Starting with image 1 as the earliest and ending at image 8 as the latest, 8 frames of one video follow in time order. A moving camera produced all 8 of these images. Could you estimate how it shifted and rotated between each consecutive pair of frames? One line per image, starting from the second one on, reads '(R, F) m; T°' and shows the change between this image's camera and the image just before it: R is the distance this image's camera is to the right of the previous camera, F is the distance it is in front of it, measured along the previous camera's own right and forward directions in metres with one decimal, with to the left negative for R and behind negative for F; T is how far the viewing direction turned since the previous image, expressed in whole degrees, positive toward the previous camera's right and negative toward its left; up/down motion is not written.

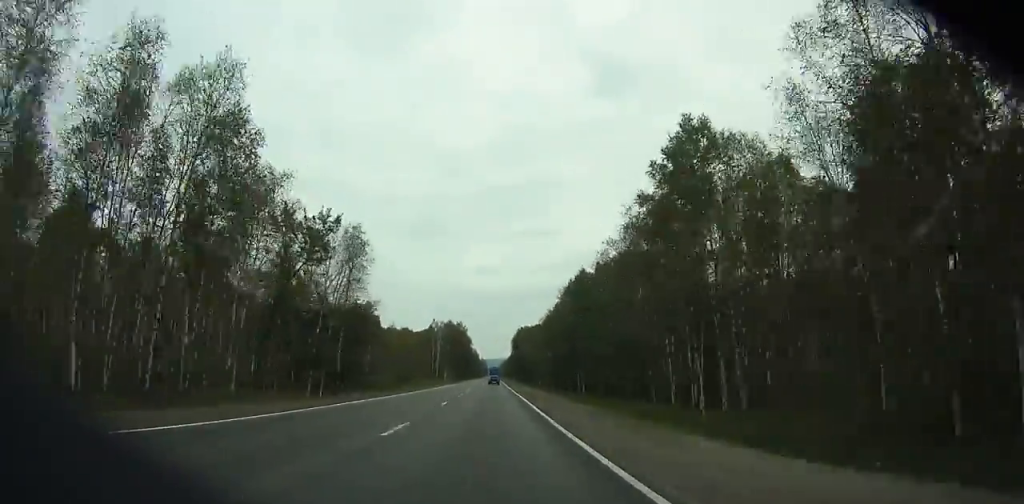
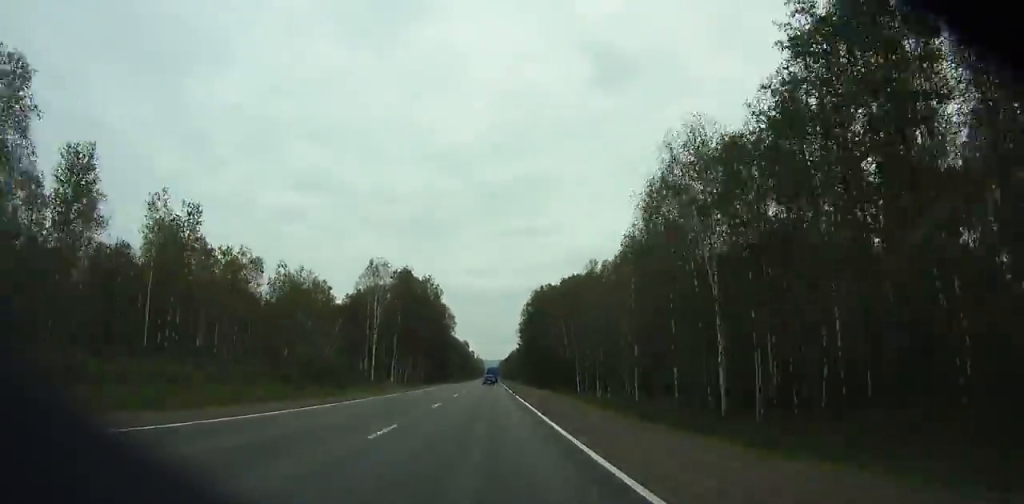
(+0.3, +98.6) m; 0°
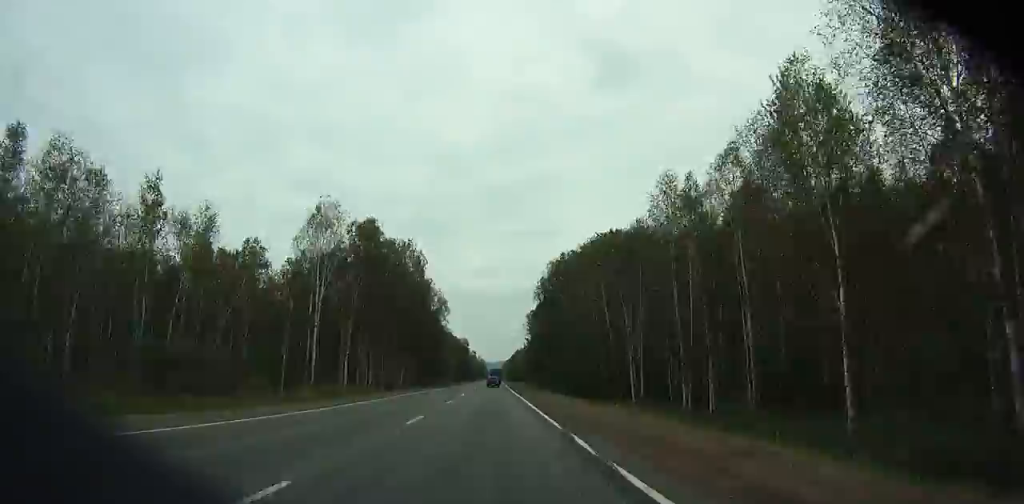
(-0.1, +33.7) m; 0°
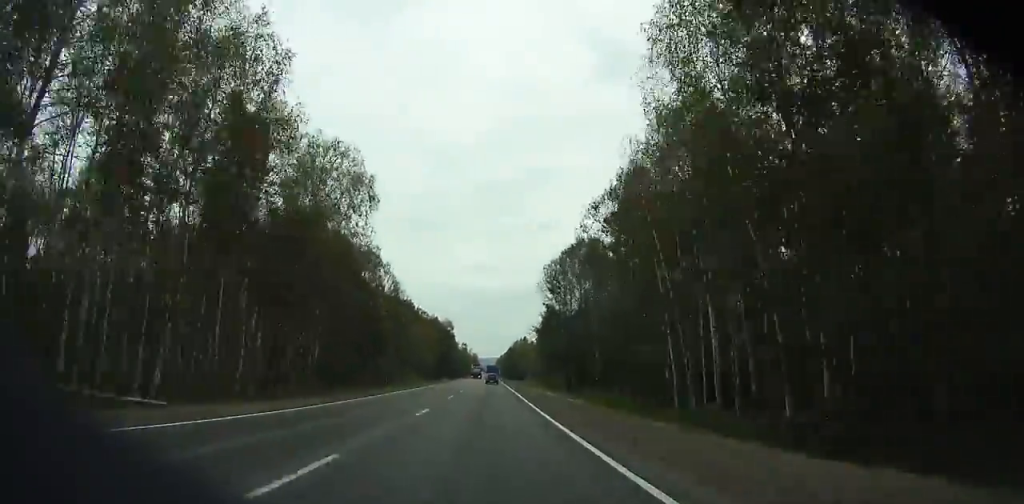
(-0.2, +72.3) m; 0°
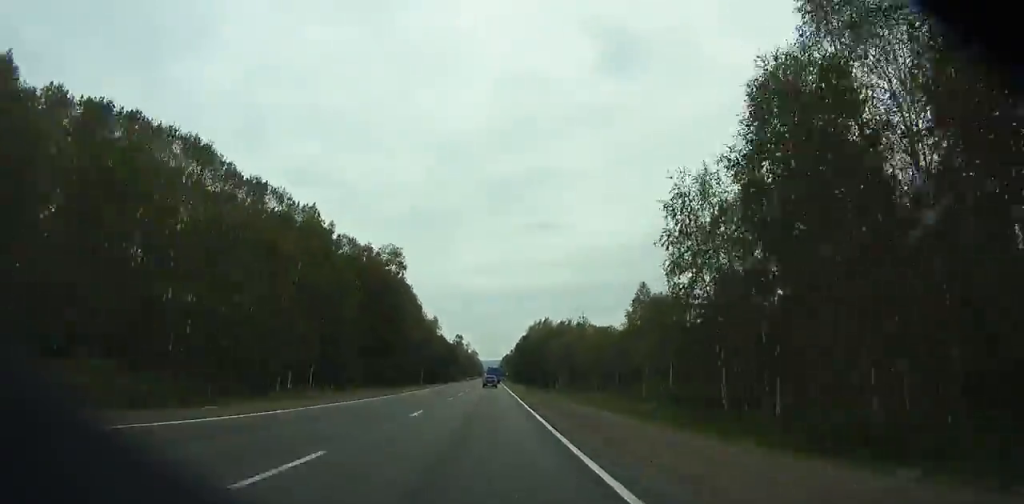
(+0.7, +109.5) m; 0°
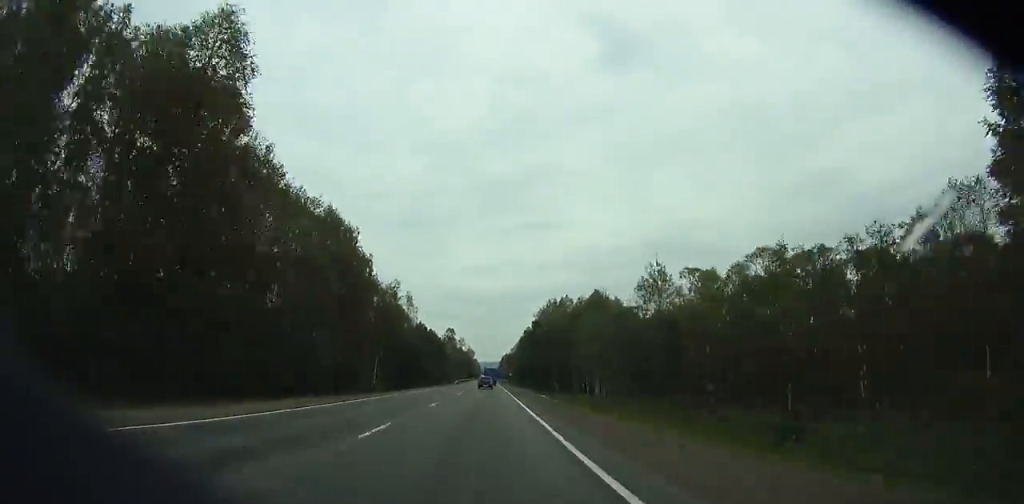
(-0.1, +55.3) m; 0°
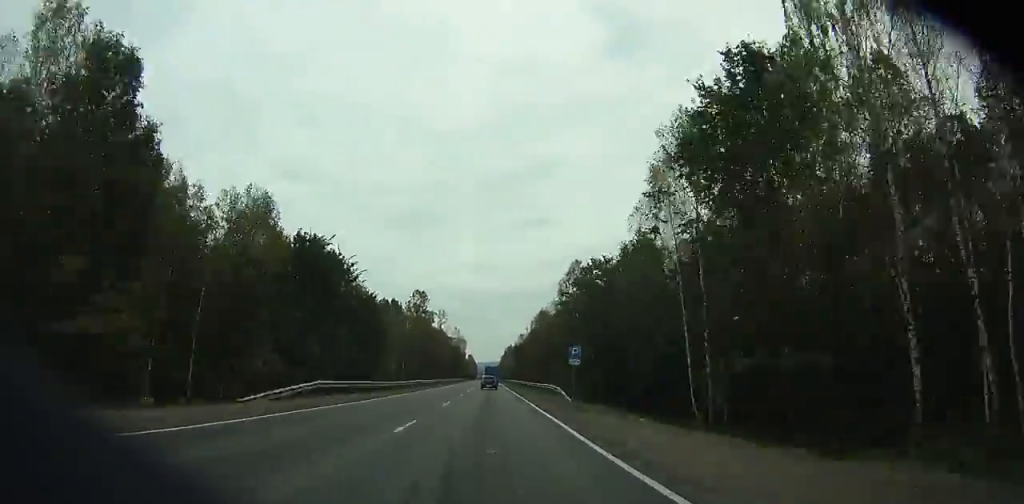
(-0.2, +118.7) m; 0°
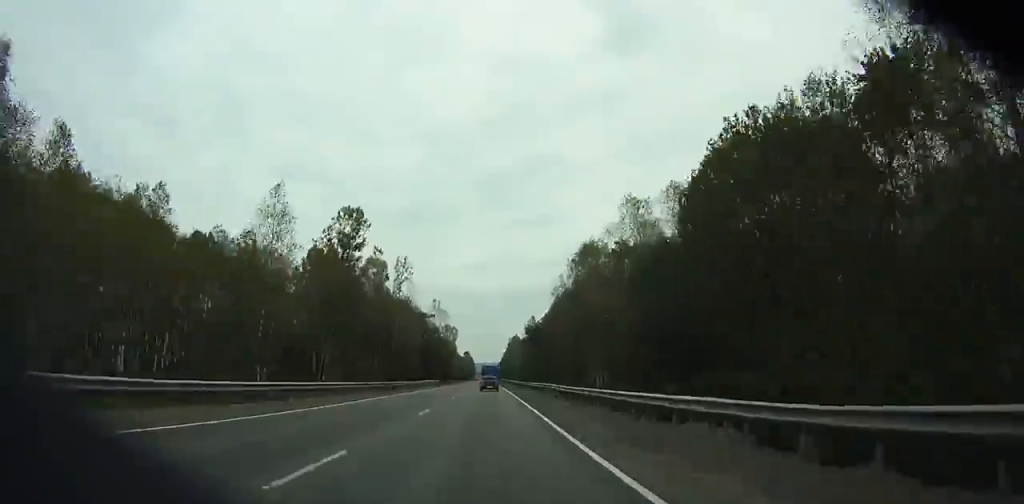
(+0.5, +76.6) m; 0°
